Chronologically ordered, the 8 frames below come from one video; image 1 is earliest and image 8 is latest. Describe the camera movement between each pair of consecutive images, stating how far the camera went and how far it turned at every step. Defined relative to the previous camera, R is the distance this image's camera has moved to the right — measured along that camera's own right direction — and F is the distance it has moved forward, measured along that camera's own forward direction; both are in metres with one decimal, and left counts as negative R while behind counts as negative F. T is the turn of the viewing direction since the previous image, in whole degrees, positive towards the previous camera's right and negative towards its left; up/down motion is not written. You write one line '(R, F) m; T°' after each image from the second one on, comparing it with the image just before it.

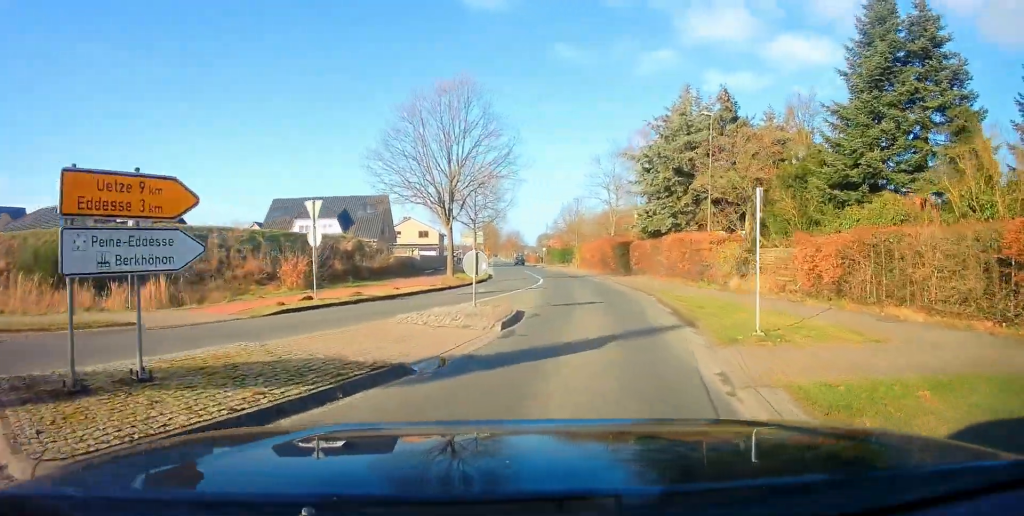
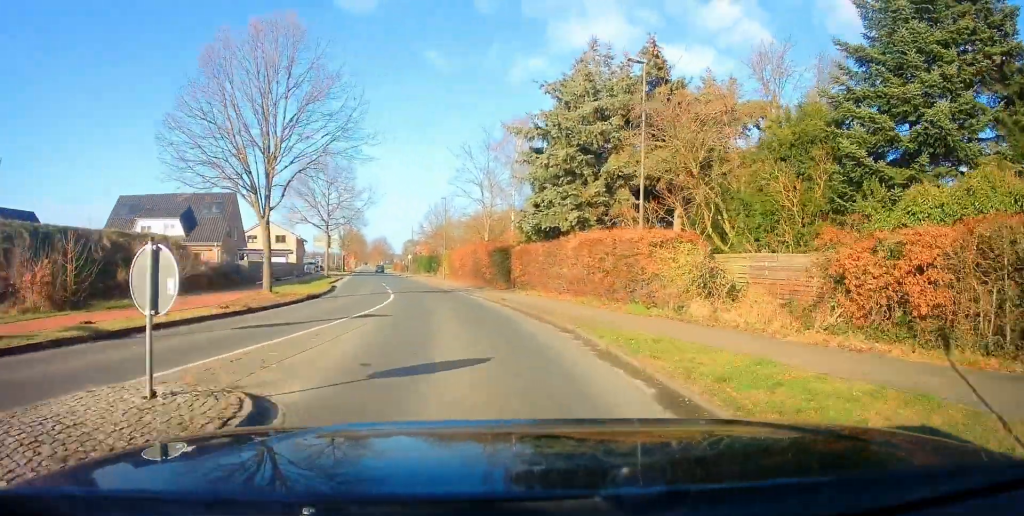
(+1.3, +7.6) m; +10°
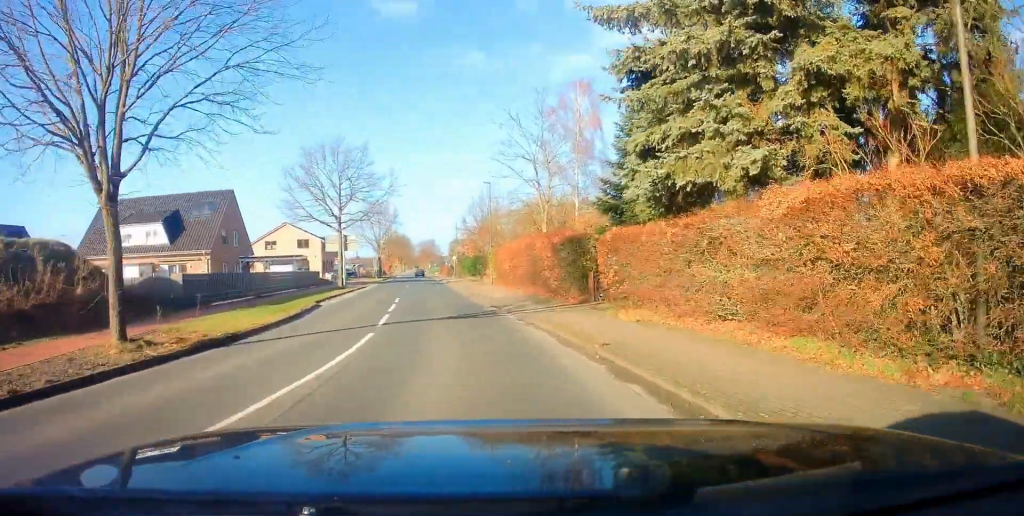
(+0.3, +10.8) m; -2°
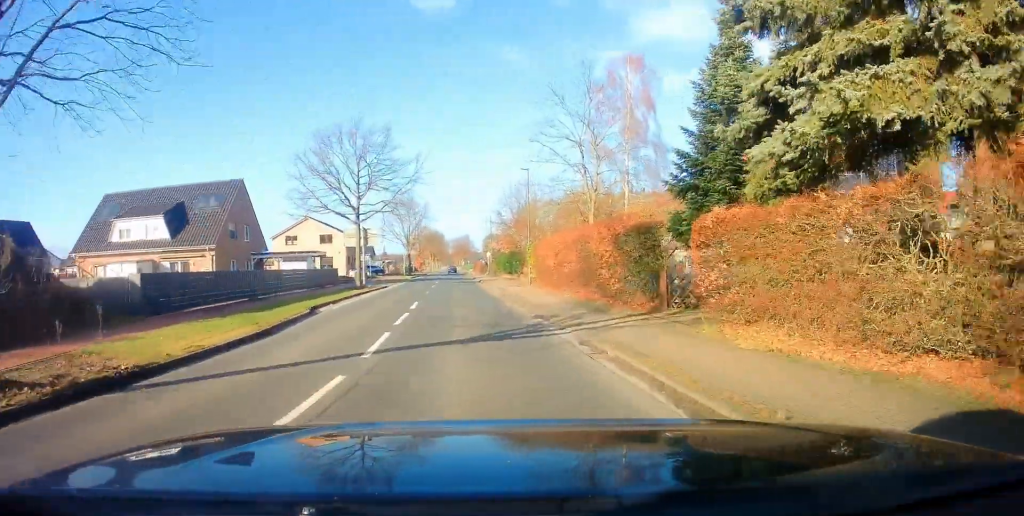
(-0.1, +4.6) m; -2°
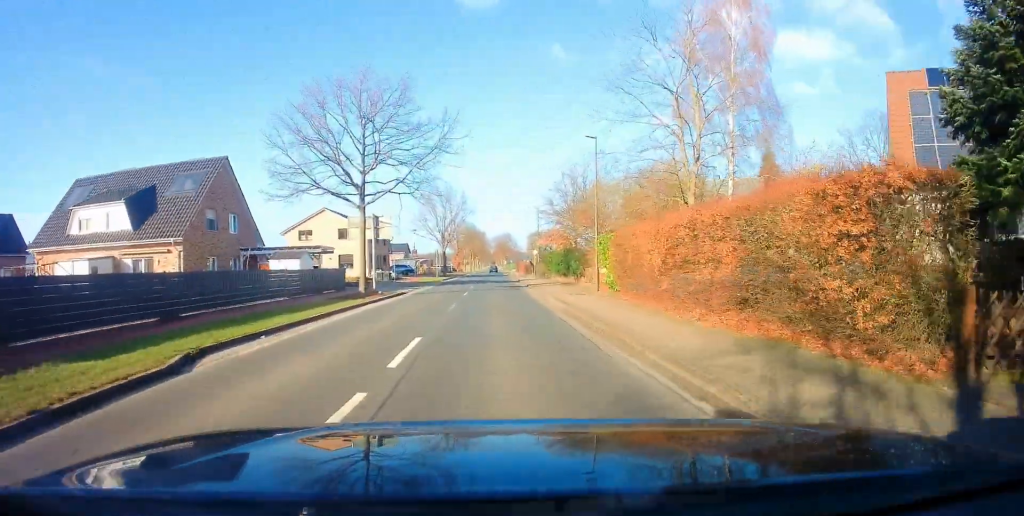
(-0.3, +10.1) m; -3°
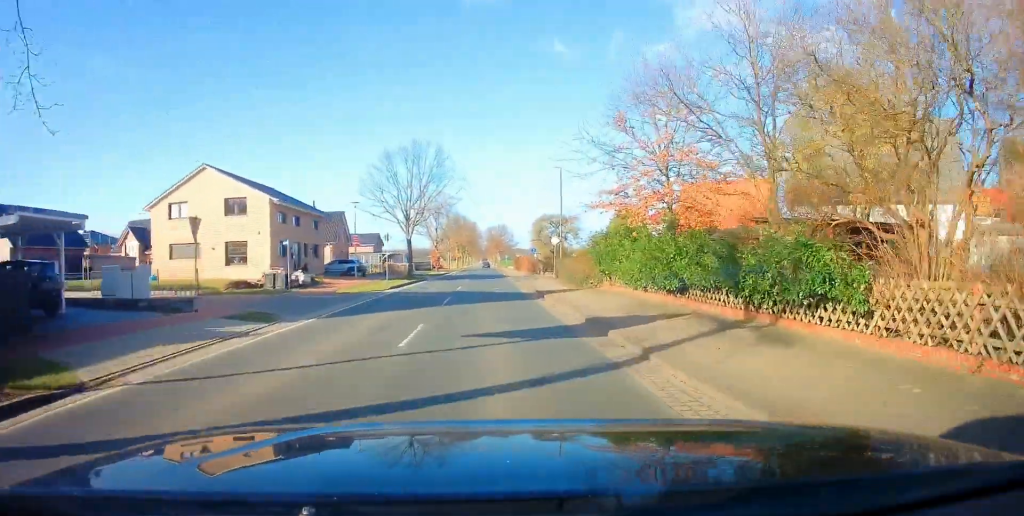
(+0.5, +25.6) m; +2°
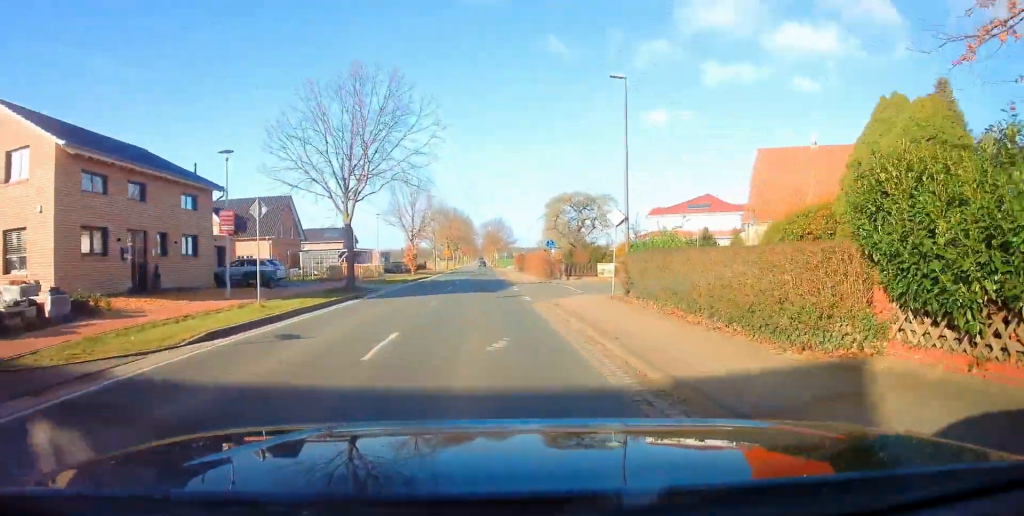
(-0.4, +19.3) m; -1°
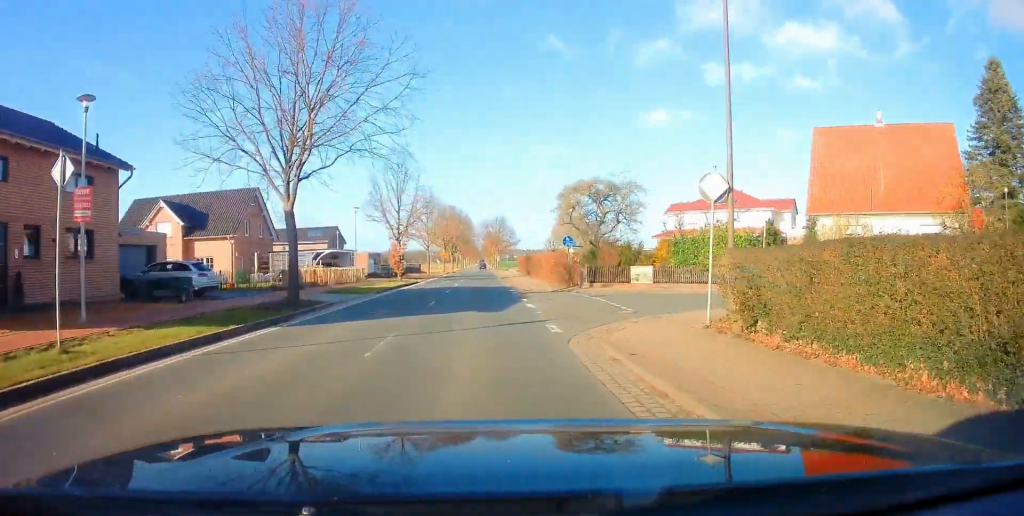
(0.0, +8.5) m; 0°
